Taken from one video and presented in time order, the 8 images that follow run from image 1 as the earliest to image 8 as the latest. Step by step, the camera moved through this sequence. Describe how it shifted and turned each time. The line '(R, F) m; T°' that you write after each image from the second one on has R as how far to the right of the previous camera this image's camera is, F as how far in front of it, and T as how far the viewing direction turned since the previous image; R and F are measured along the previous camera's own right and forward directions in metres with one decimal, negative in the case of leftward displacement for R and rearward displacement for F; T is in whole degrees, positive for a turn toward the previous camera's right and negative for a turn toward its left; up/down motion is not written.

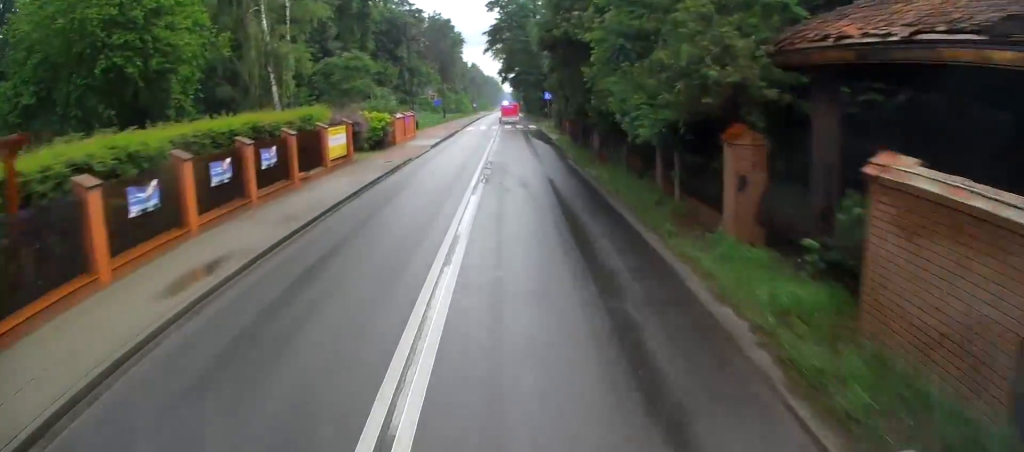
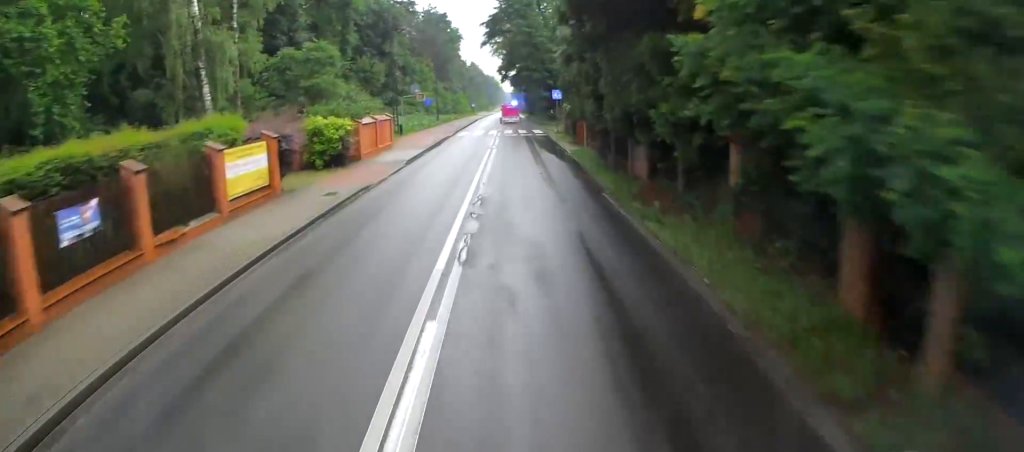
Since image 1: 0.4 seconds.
(0.0, +8.0) m; +1°
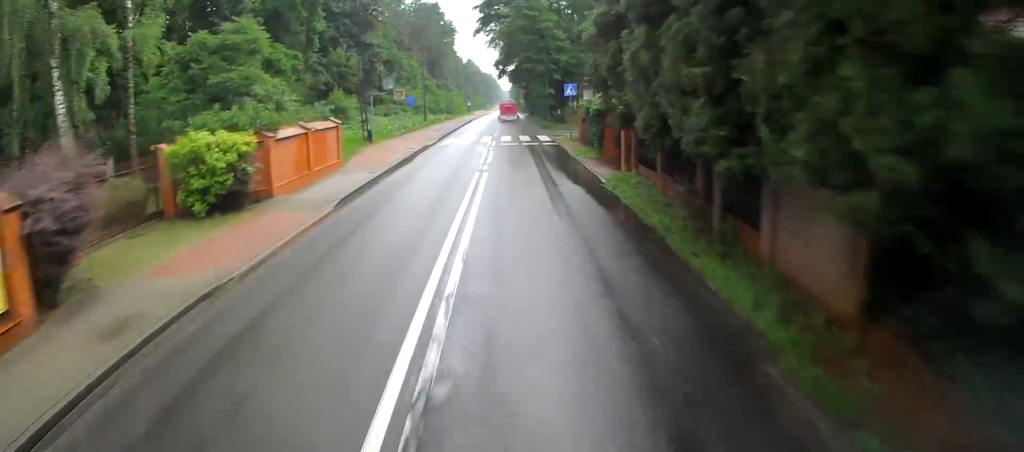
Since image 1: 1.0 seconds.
(0.0, +9.5) m; +1°
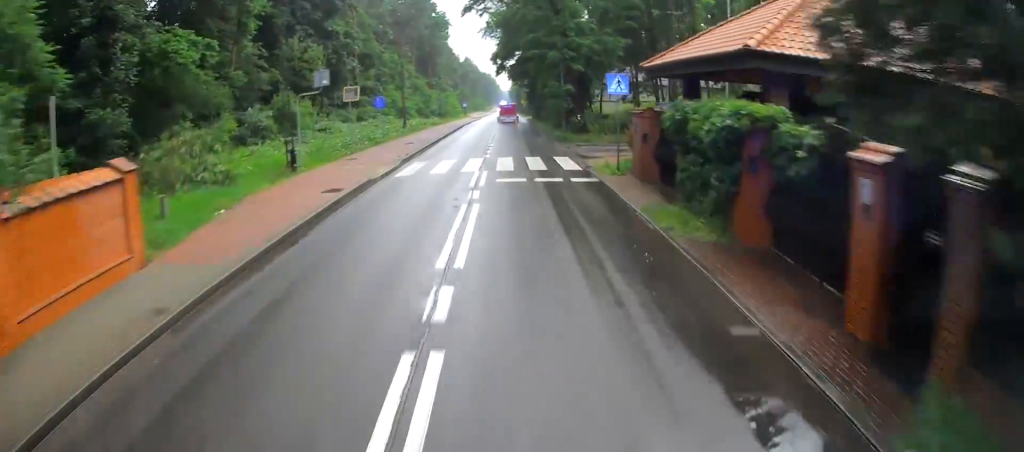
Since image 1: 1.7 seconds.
(+0.2, +13.0) m; +1°
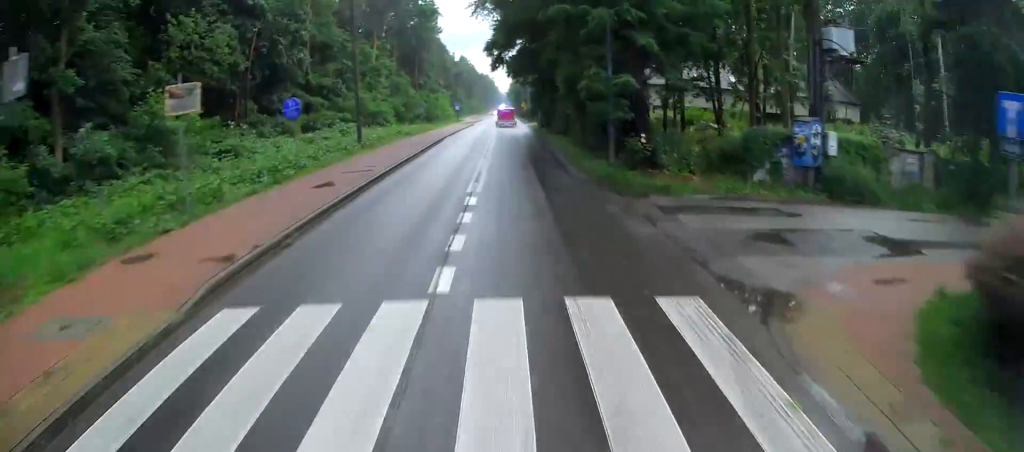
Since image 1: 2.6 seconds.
(0.0, +16.0) m; 0°
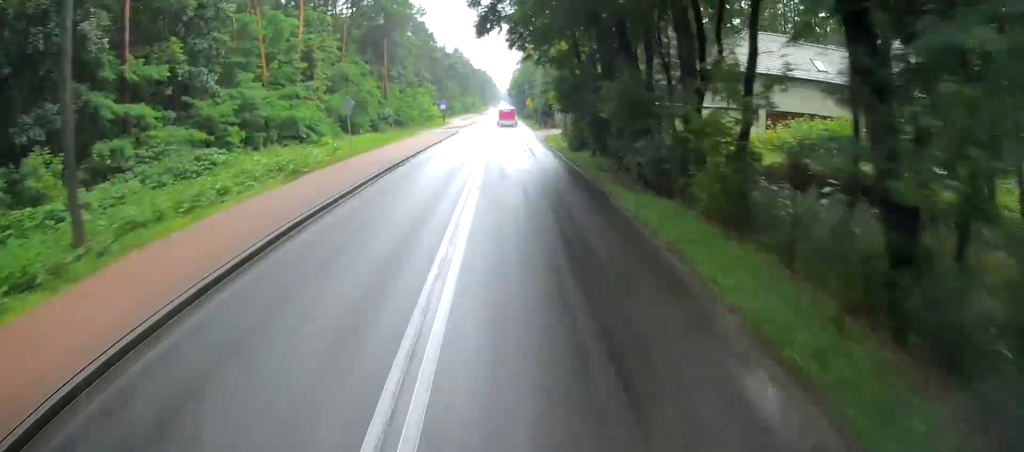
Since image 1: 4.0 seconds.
(0.0, +26.4) m; -1°
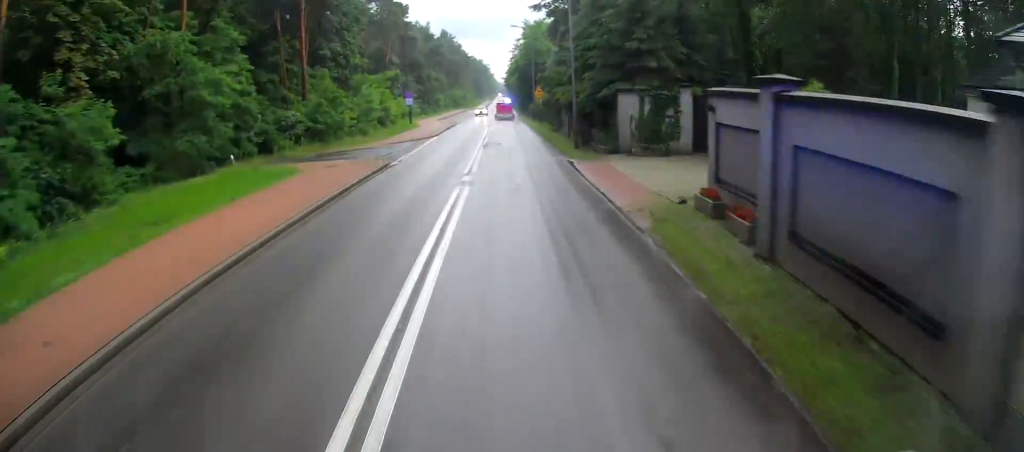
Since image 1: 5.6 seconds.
(+0.2, +30.7) m; +1°
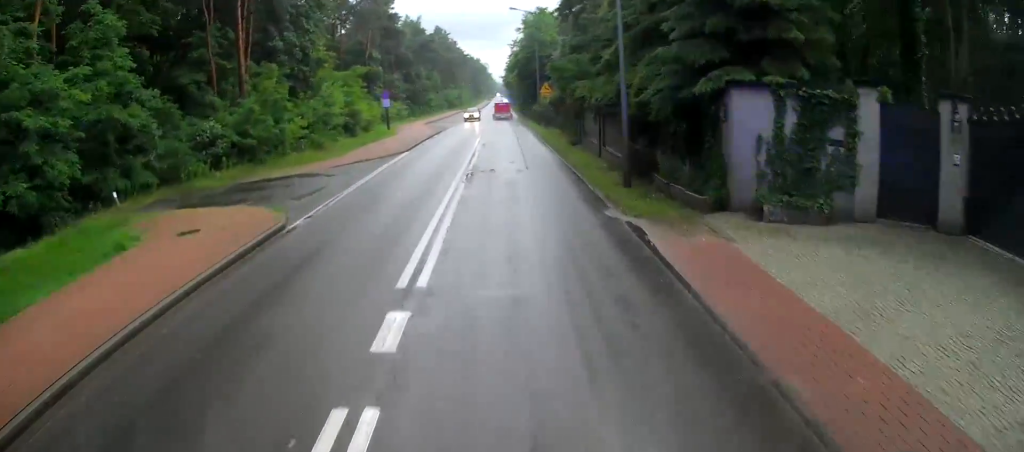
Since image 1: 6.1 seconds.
(+0.1, +11.3) m; 0°
